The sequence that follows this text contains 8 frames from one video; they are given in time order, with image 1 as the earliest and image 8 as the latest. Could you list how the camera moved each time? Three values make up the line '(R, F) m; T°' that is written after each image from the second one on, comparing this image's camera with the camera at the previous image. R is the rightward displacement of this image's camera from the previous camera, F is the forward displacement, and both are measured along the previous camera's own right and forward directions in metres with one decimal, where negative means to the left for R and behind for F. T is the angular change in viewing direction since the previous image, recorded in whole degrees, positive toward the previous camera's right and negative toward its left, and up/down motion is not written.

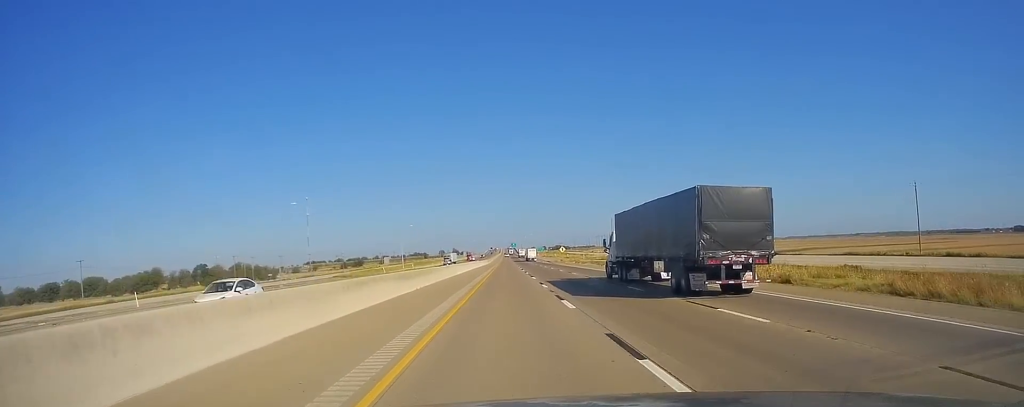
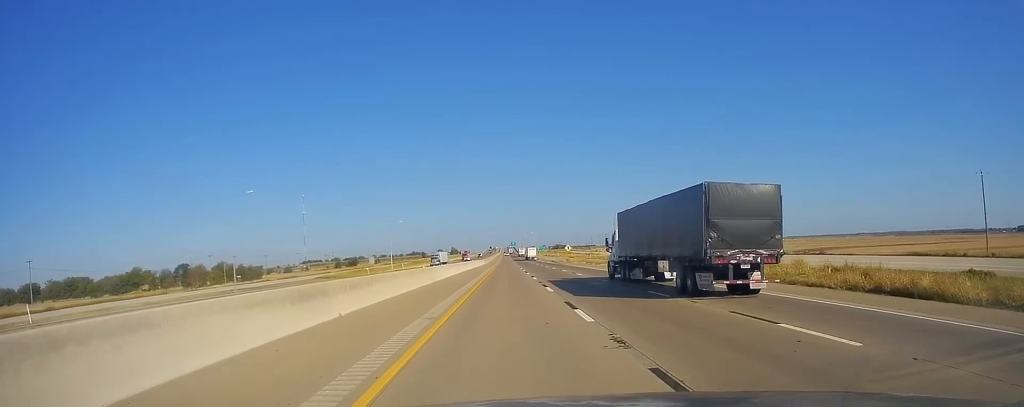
(-0.1, +16.0) m; -1°
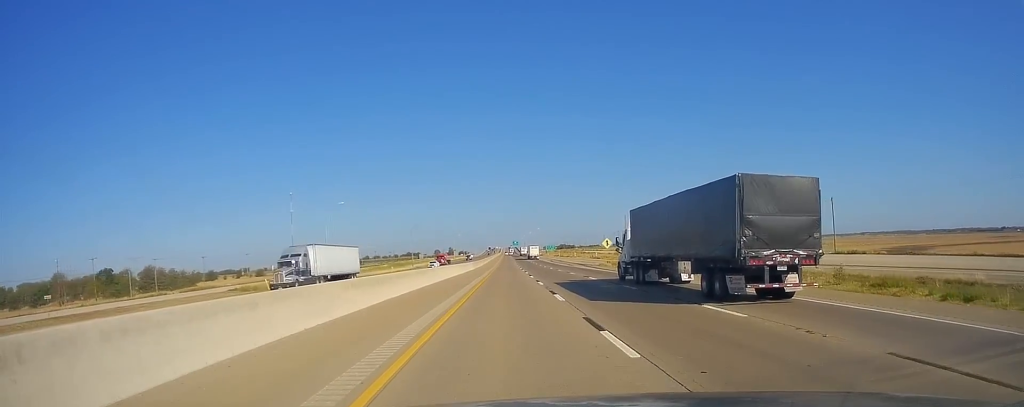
(+0.6, +55.2) m; +1°
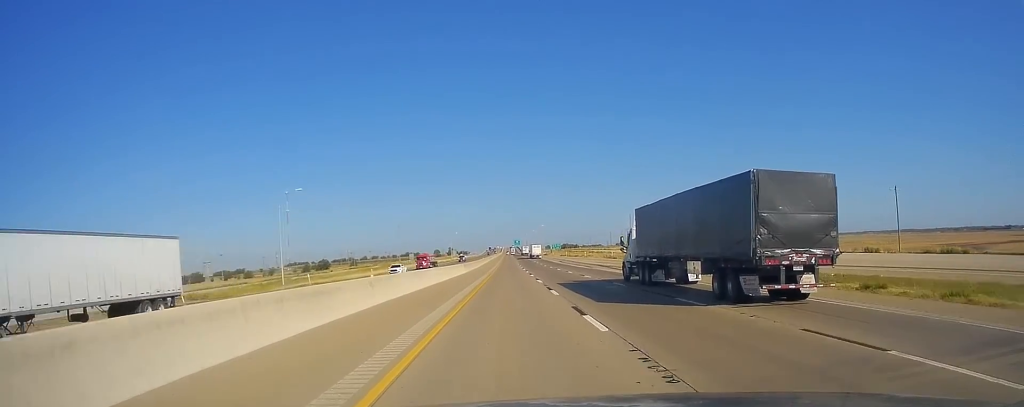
(+0.5, +21.1) m; 0°
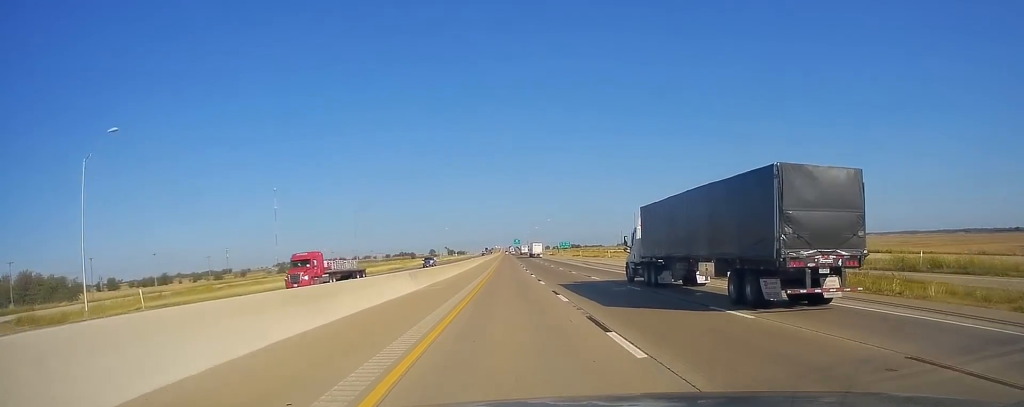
(-0.9, +39.9) m; -1°
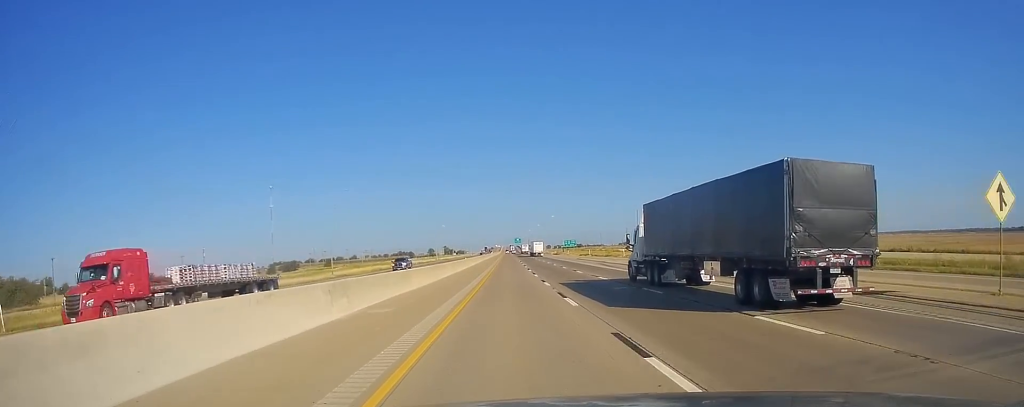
(0.0, +15.4) m; 0°
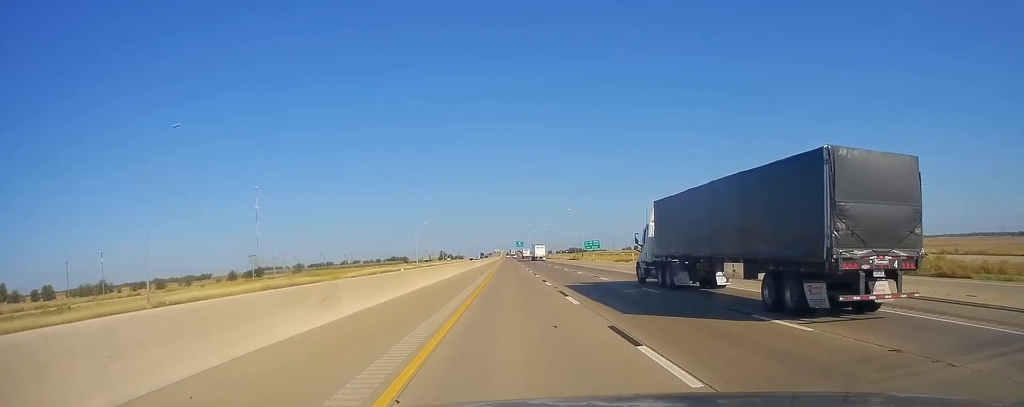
(0.0, +48.0) m; +1°
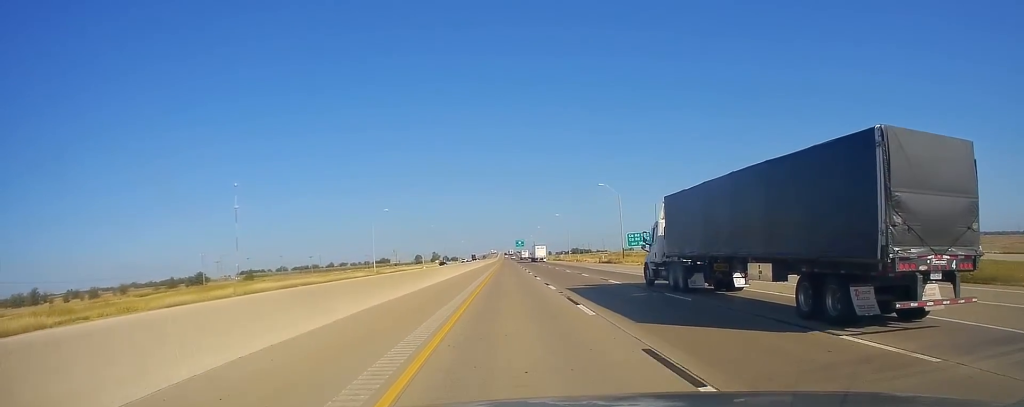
(-0.1, +52.4) m; -1°
